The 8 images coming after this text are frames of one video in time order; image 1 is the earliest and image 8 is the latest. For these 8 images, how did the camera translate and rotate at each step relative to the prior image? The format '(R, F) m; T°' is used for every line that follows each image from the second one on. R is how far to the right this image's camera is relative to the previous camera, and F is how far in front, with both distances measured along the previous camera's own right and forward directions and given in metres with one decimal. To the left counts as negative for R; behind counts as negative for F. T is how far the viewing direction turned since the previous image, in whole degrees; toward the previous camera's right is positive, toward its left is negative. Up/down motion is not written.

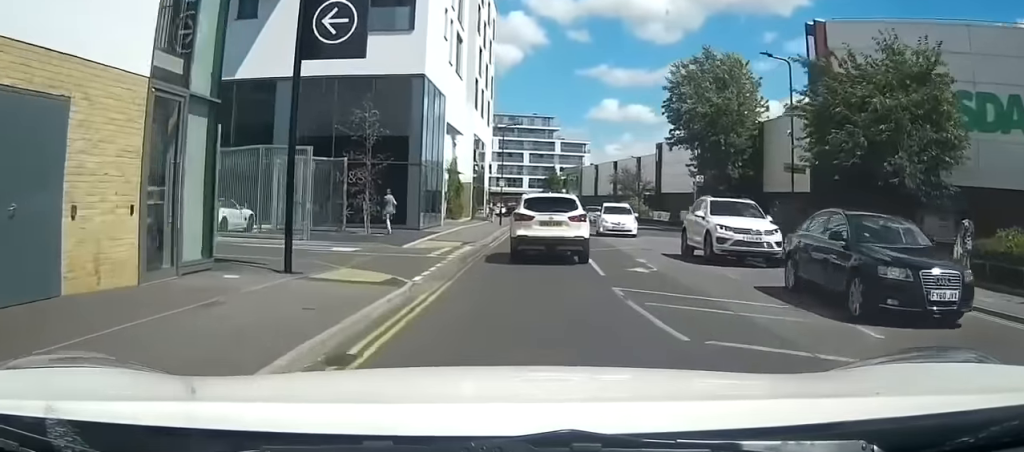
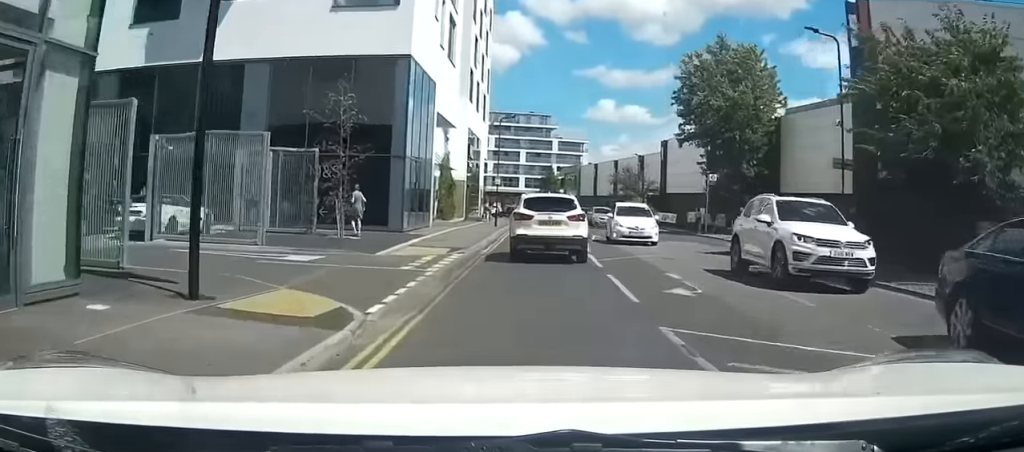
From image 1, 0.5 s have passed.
(0.0, +4.0) m; +1°
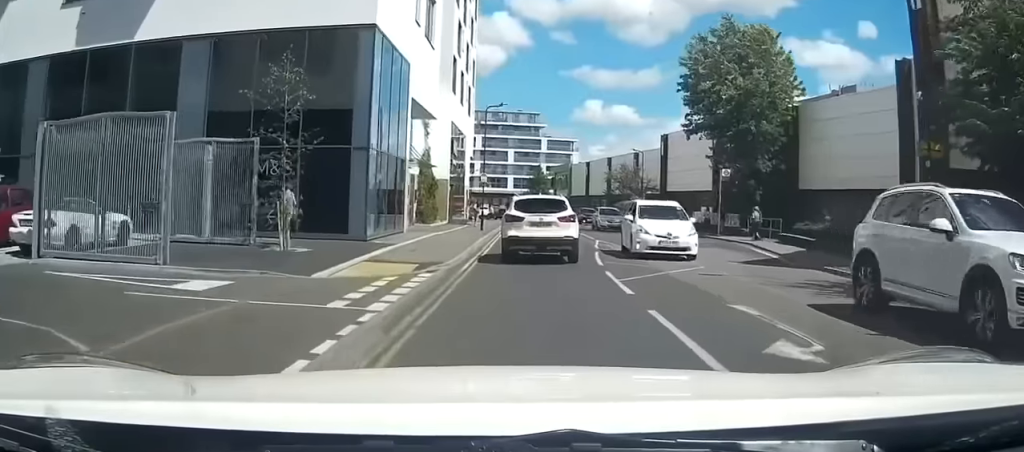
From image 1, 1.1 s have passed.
(0.0, +4.9) m; 0°
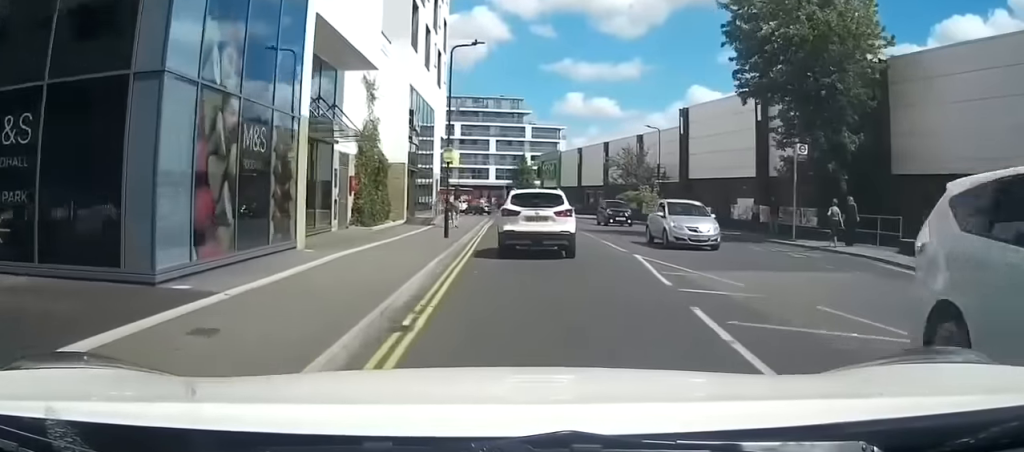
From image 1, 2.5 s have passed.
(+0.1, +12.6) m; 0°
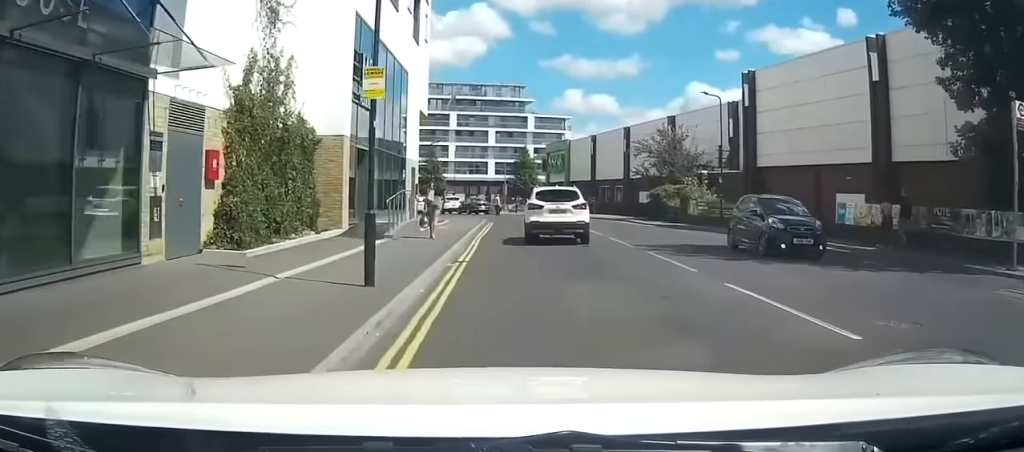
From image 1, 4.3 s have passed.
(-0.2, +15.2) m; -4°
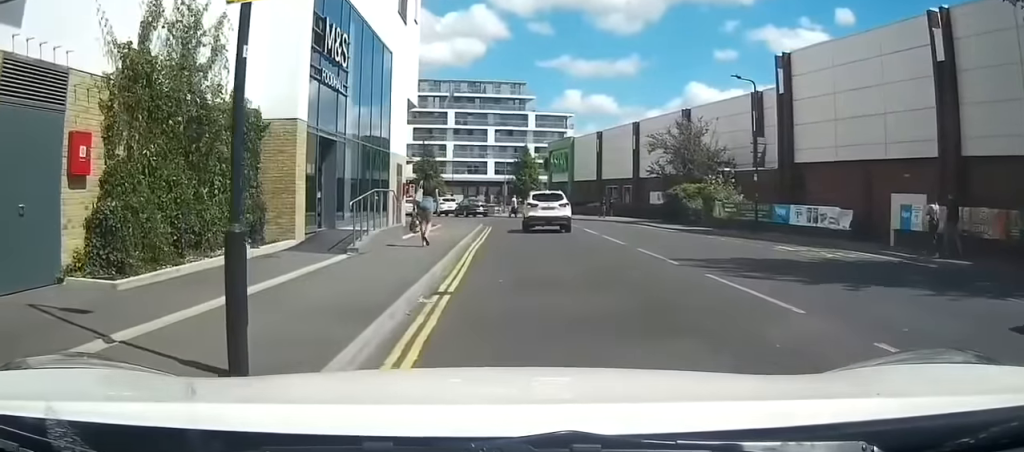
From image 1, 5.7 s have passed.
(-0.4, +6.1) m; -2°
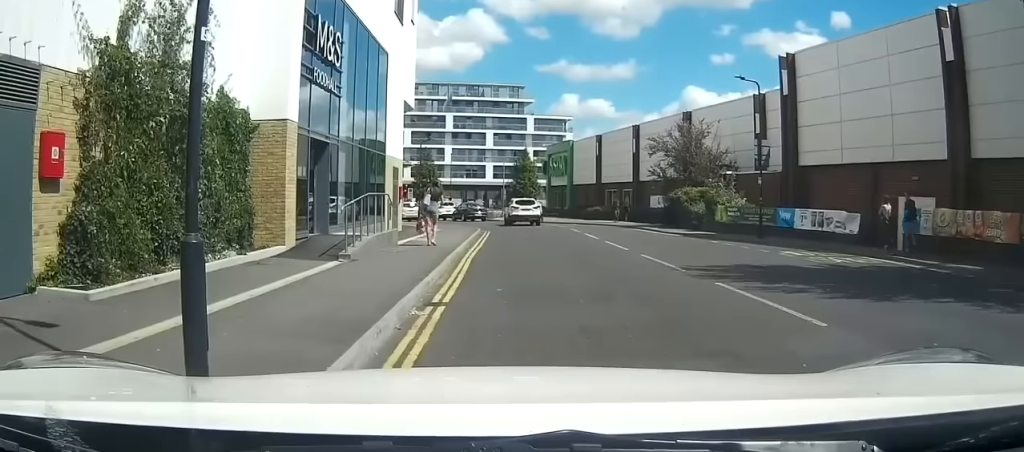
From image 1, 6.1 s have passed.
(0.0, +0.9) m; +1°
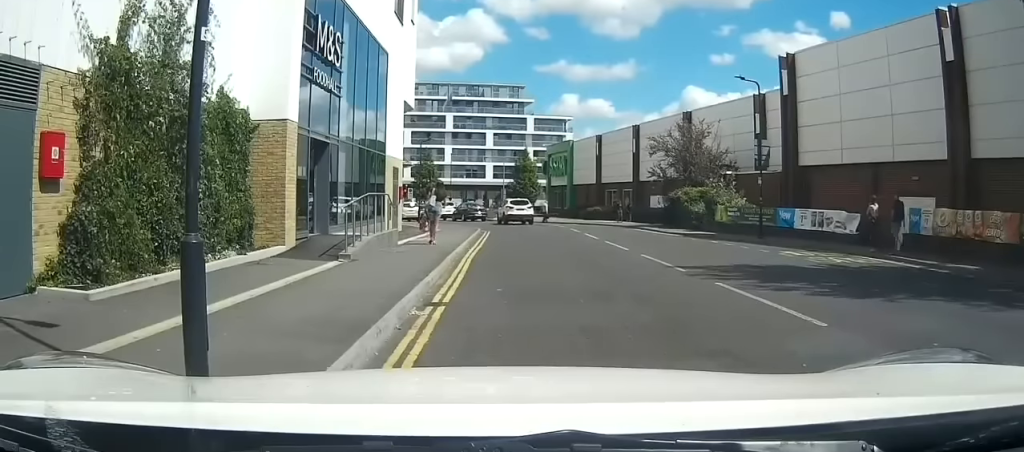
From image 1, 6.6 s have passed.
(0.0, +0.7) m; 0°
